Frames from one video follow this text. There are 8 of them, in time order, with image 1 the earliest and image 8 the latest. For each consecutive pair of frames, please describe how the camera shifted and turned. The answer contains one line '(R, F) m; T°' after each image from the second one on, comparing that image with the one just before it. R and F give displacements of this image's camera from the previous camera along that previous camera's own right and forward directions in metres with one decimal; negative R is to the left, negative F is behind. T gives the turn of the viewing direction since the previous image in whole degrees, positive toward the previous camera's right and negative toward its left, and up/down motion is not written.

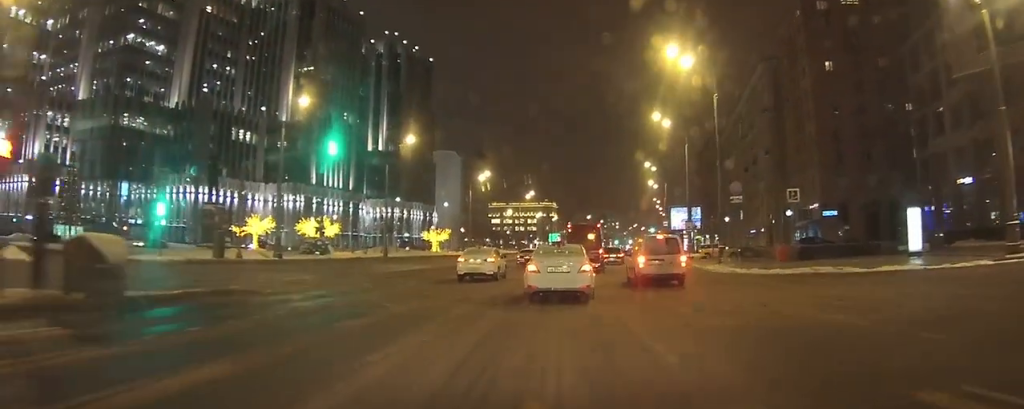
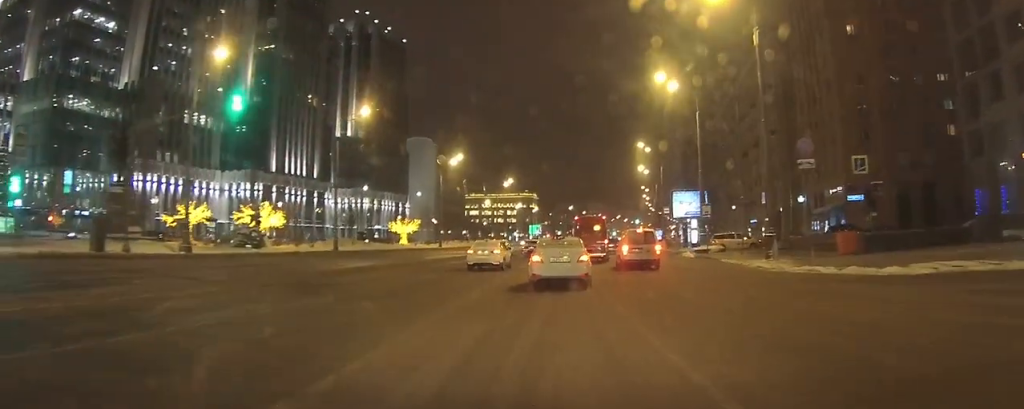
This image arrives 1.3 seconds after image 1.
(0.0, +11.8) m; 0°
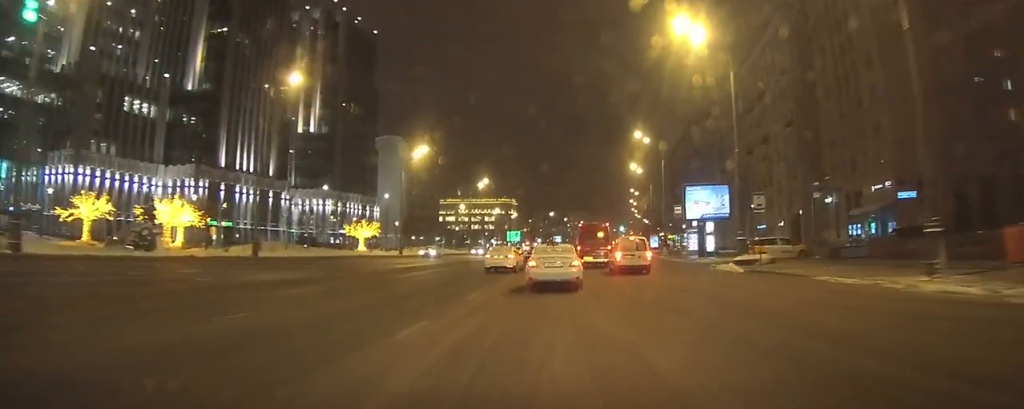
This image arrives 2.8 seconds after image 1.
(+0.2, +13.9) m; +2°
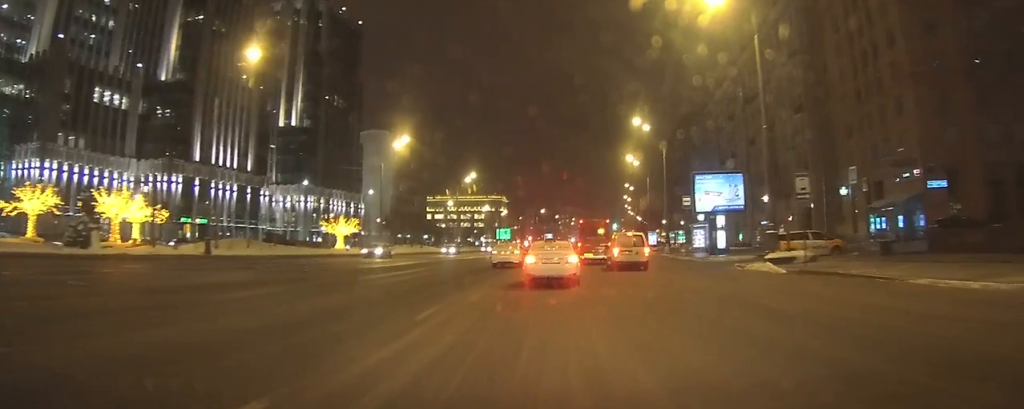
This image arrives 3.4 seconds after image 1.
(+0.1, +5.8) m; +1°
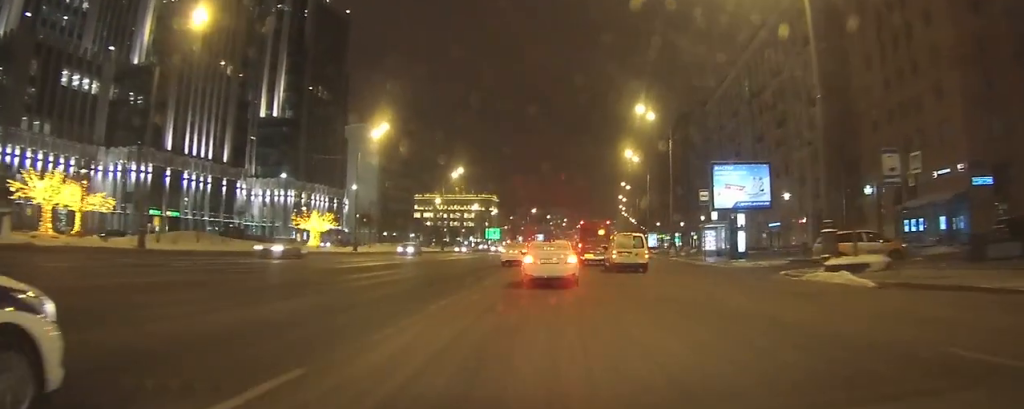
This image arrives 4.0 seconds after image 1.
(0.0, +6.5) m; +1°
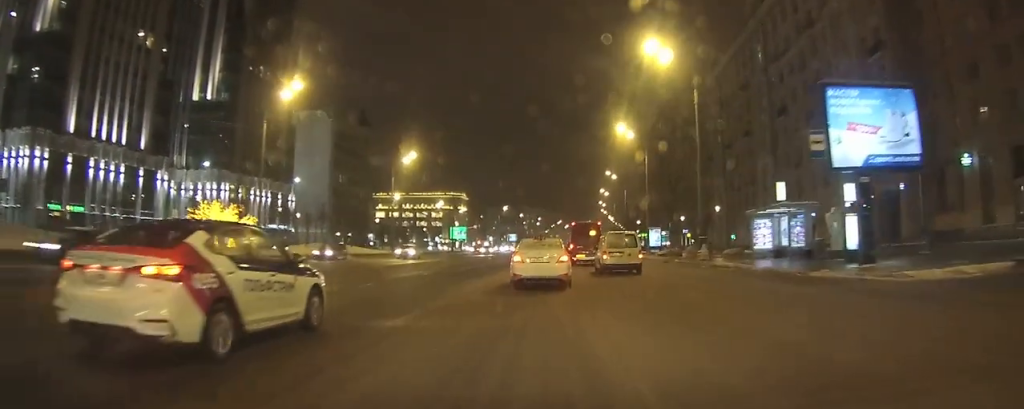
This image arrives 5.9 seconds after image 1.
(+0.7, +18.0) m; +4°
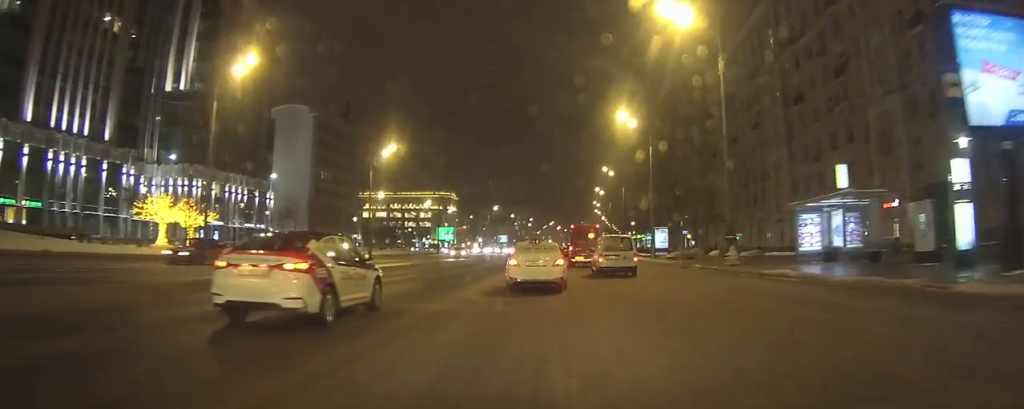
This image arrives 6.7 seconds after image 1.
(+0.1, +7.5) m; 0°
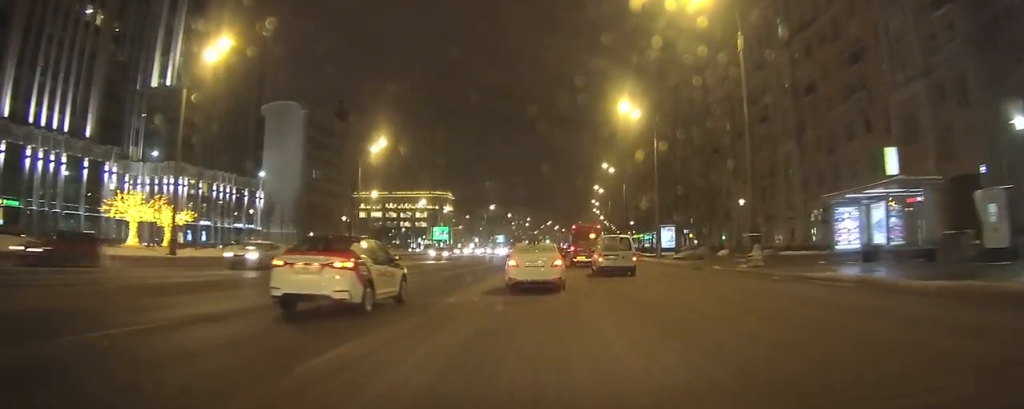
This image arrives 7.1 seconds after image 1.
(0.0, +4.0) m; 0°
